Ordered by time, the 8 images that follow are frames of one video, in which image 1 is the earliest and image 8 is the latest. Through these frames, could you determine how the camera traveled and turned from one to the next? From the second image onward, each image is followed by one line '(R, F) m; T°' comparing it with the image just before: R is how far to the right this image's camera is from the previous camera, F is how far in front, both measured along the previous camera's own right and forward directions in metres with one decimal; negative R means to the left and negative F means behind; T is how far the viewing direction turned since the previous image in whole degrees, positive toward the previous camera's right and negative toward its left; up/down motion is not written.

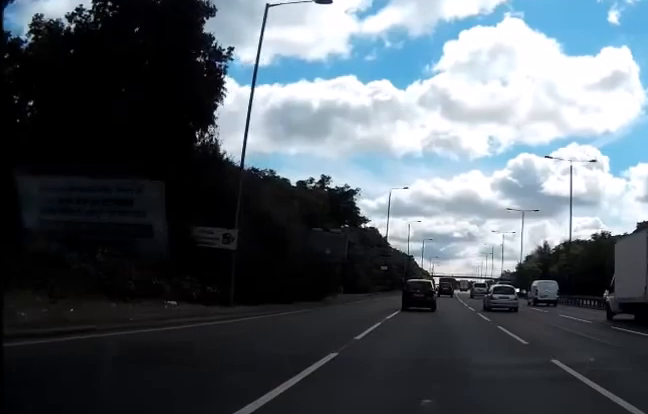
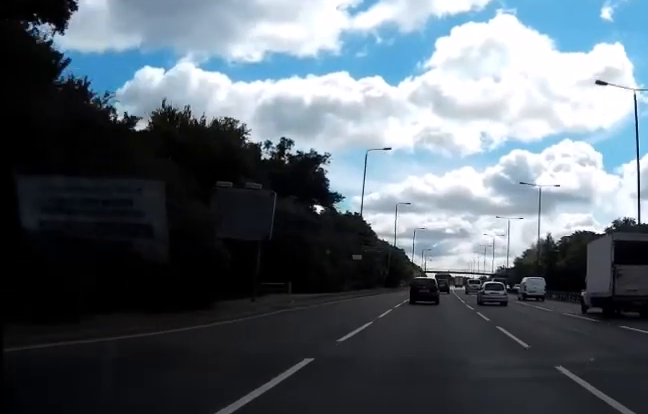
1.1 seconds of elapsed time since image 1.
(+0.1, +19.1) m; 0°
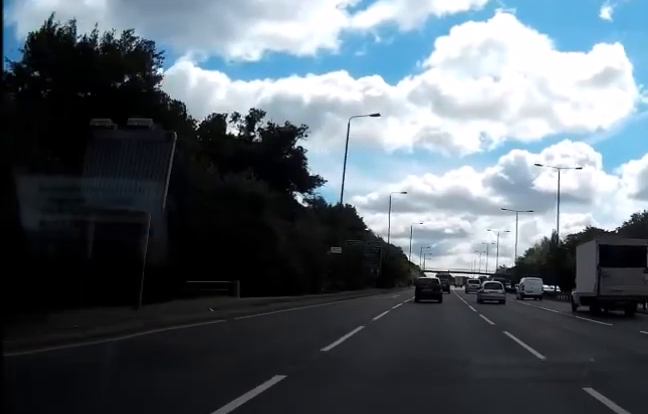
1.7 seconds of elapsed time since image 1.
(0.0, +10.7) m; 0°
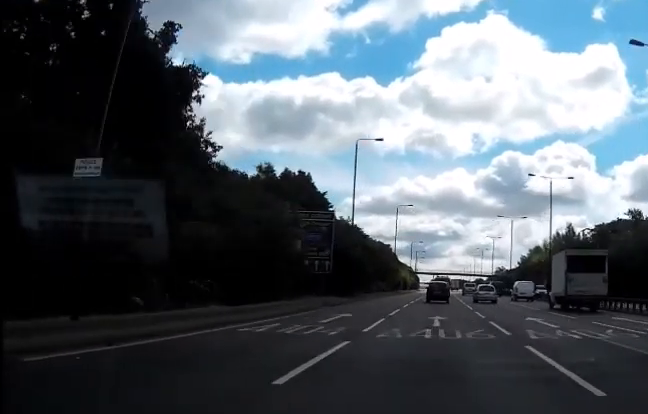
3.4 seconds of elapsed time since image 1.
(+0.2, +31.0) m; +1°
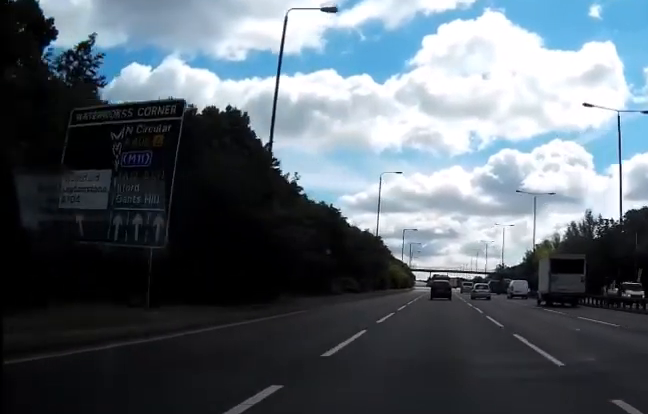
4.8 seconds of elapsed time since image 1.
(0.0, +24.2) m; 0°
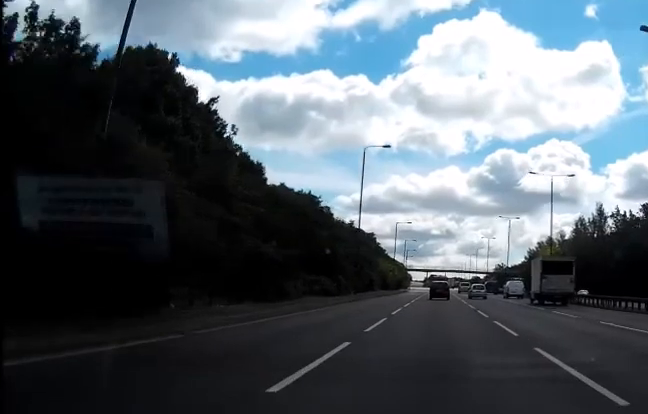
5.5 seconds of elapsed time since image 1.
(0.0, +12.3) m; 0°
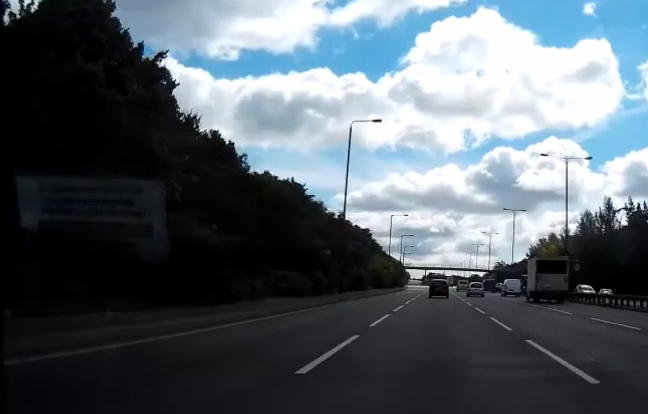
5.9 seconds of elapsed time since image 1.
(0.0, +6.9) m; 0°
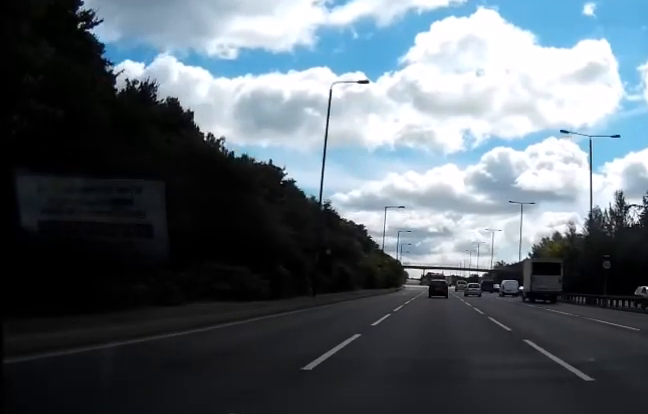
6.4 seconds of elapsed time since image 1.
(0.0, +8.6) m; 0°
